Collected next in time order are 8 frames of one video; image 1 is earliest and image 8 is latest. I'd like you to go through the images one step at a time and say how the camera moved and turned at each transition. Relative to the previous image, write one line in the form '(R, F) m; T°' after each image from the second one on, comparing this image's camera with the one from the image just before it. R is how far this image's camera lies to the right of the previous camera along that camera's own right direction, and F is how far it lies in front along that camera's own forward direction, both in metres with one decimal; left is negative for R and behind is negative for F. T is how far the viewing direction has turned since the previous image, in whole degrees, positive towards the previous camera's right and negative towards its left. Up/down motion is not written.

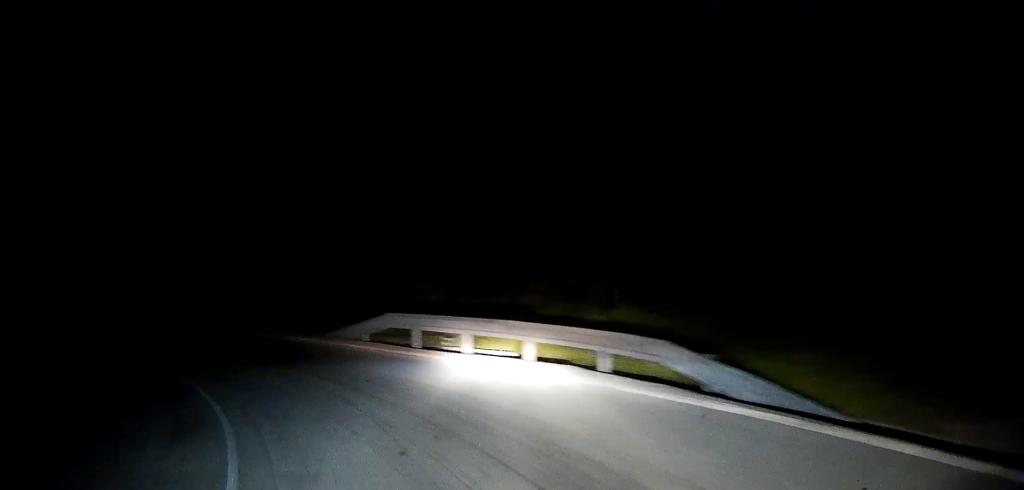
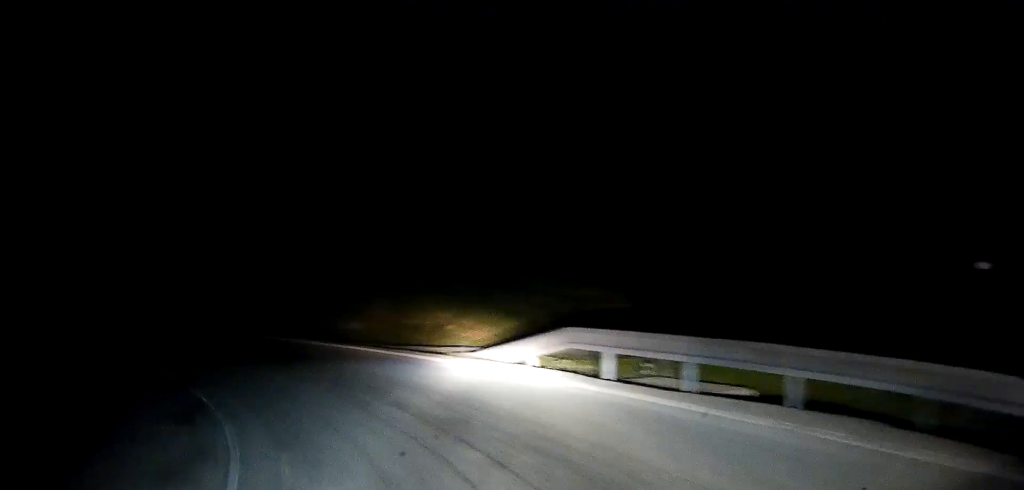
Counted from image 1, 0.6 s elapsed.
(-0.2, +5.6) m; -12°
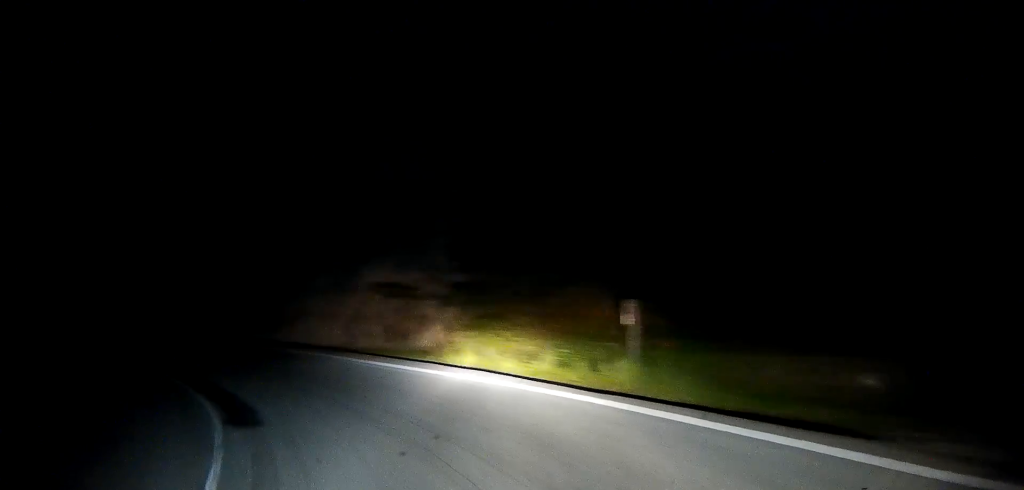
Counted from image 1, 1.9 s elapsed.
(-4.4, +12.1) m; -36°
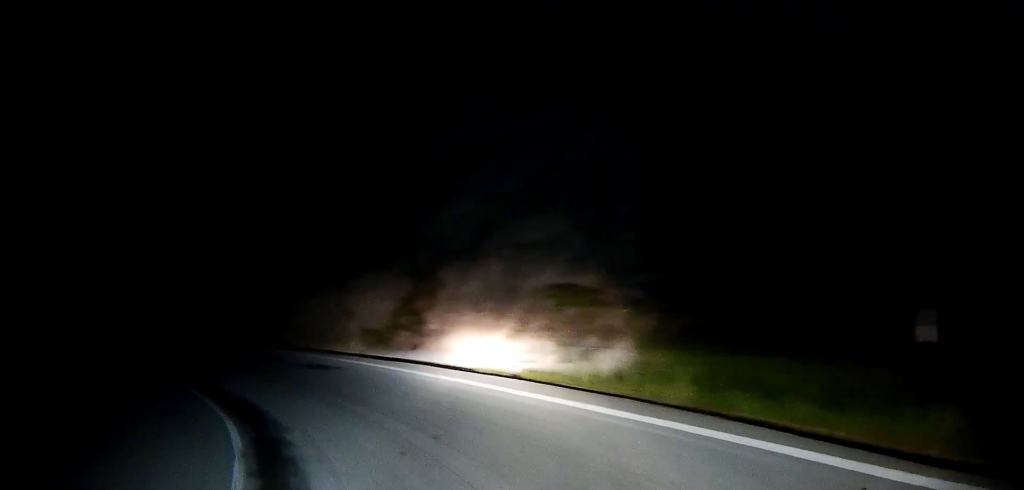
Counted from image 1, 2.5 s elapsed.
(-0.5, +5.2) m; -12°
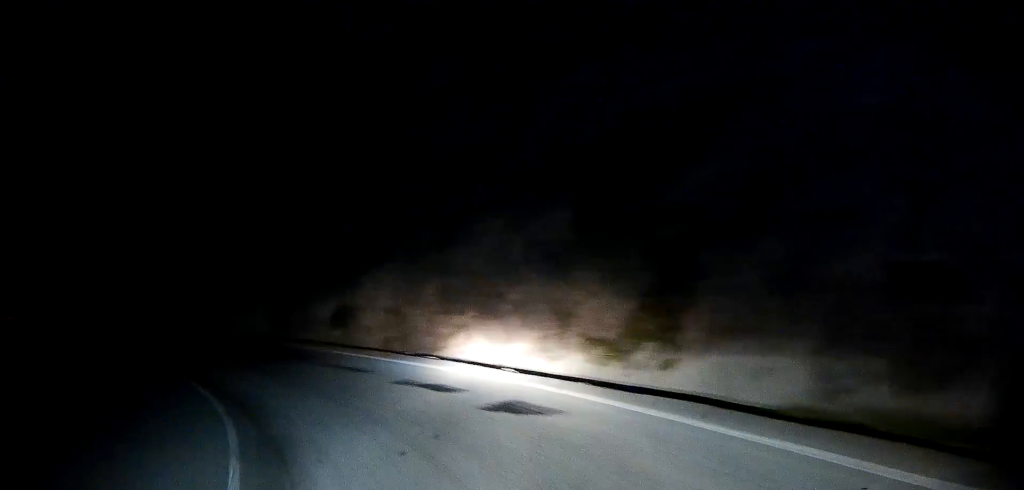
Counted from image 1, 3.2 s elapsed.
(-0.9, +7.1) m; -13°
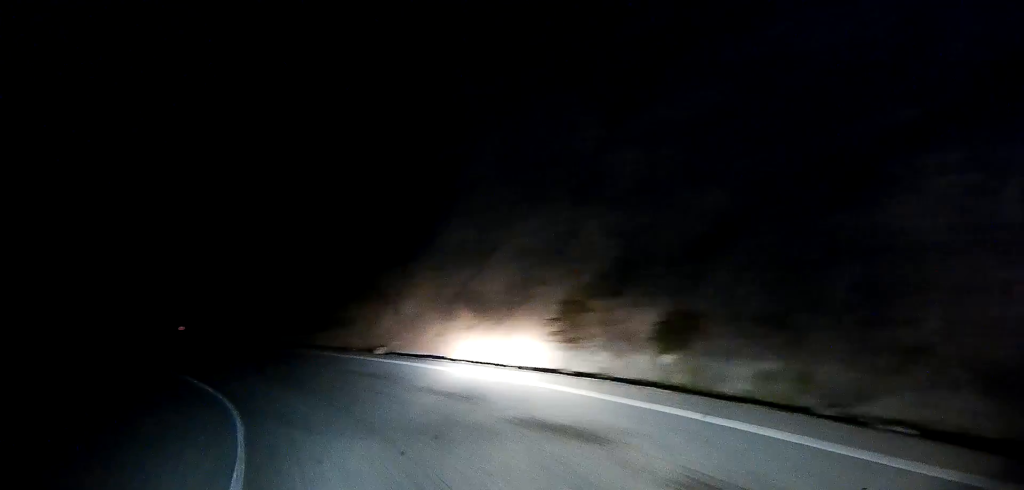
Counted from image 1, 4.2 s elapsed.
(-1.7, +9.9) m; -21°
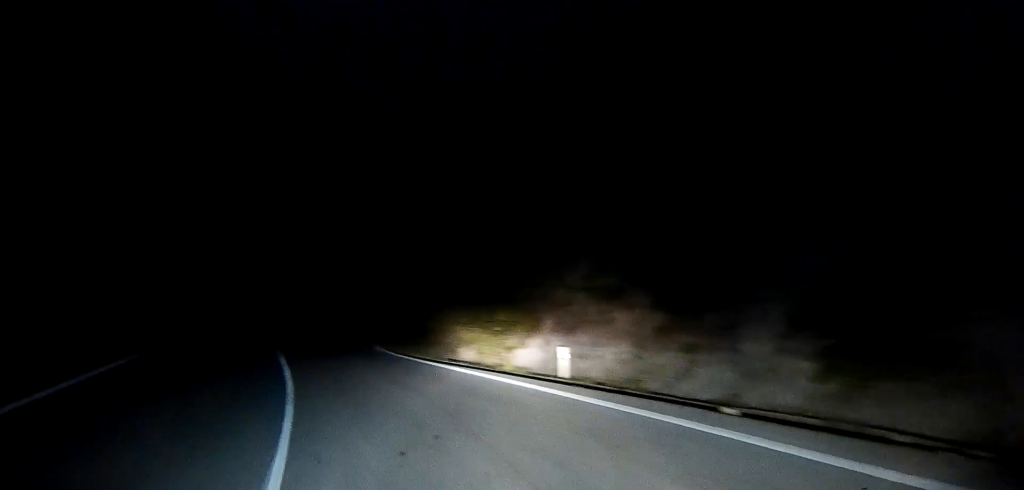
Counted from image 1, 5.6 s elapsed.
(-3.9, +13.8) m; -28°
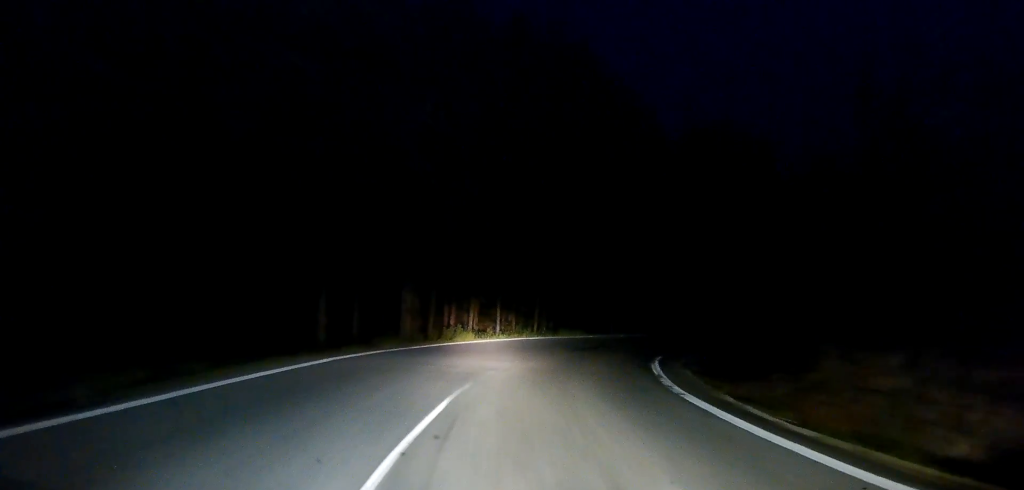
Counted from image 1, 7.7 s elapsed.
(-3.8, +22.3) m; -11°
